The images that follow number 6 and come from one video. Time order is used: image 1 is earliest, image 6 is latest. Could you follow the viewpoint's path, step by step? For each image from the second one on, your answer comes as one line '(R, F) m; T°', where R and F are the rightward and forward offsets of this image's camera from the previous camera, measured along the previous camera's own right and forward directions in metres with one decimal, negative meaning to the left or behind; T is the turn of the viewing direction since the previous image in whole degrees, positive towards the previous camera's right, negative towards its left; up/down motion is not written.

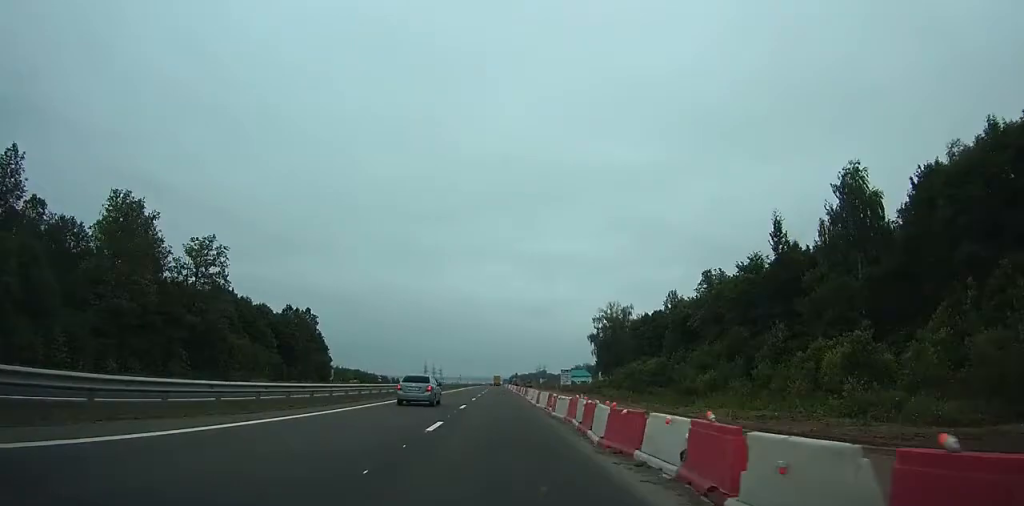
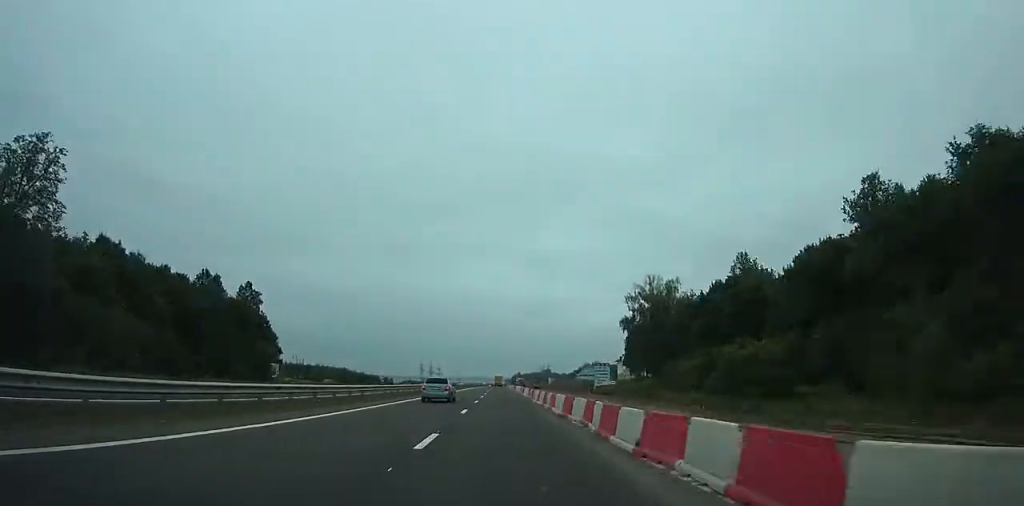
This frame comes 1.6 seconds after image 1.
(0.0, +38.7) m; 0°
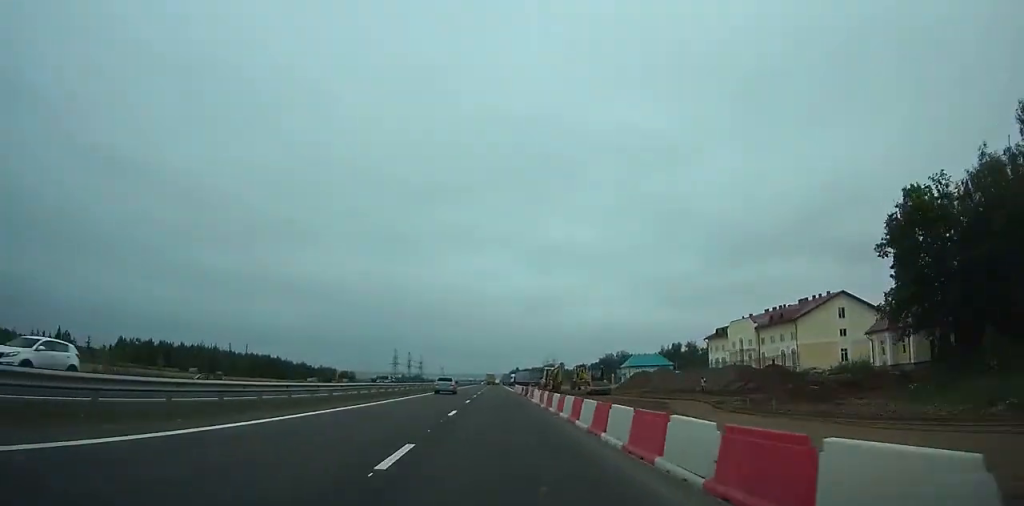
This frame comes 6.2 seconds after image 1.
(+0.3, +111.0) m; 0°
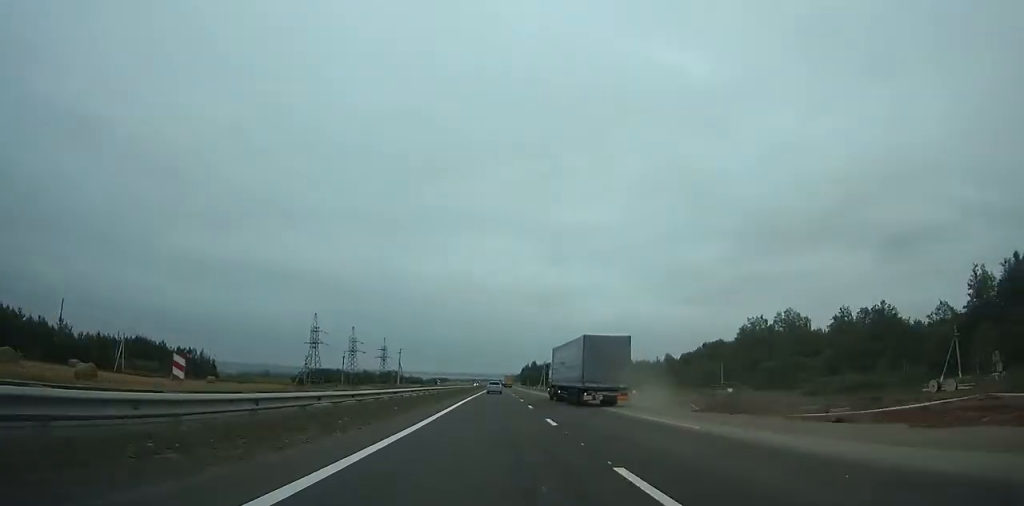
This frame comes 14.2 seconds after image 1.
(-1.7, +193.6) m; 0°
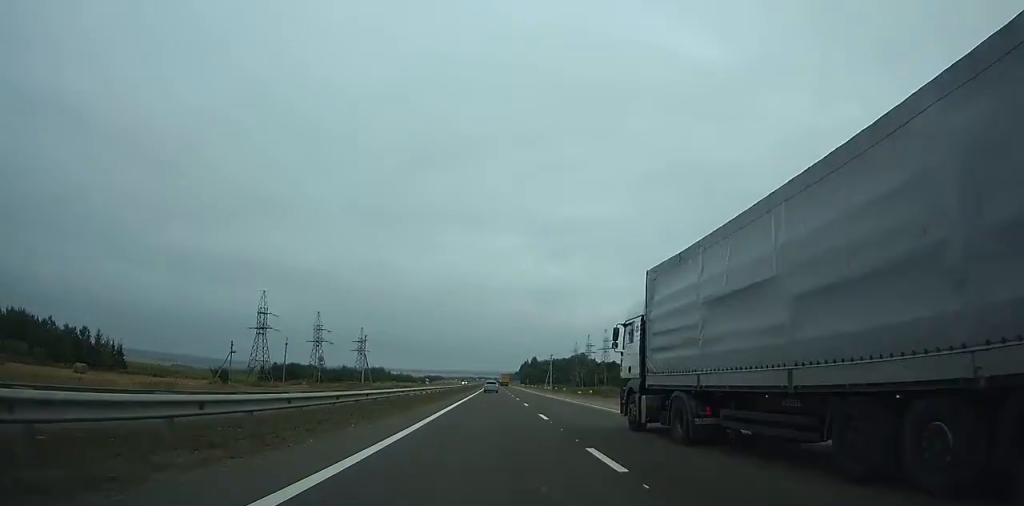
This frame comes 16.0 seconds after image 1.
(+0.1, +44.1) m; 0°
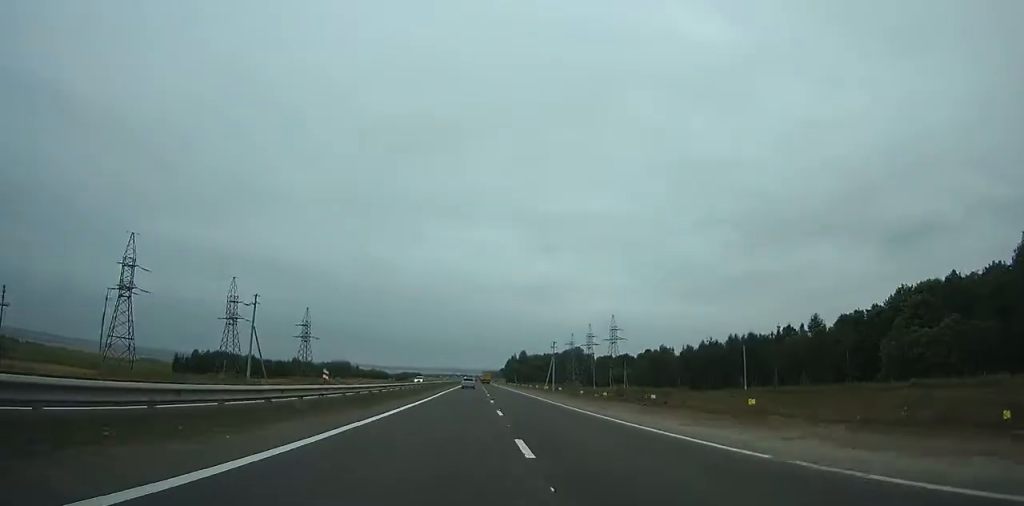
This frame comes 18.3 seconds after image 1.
(+0.3, +57.3) m; +1°
